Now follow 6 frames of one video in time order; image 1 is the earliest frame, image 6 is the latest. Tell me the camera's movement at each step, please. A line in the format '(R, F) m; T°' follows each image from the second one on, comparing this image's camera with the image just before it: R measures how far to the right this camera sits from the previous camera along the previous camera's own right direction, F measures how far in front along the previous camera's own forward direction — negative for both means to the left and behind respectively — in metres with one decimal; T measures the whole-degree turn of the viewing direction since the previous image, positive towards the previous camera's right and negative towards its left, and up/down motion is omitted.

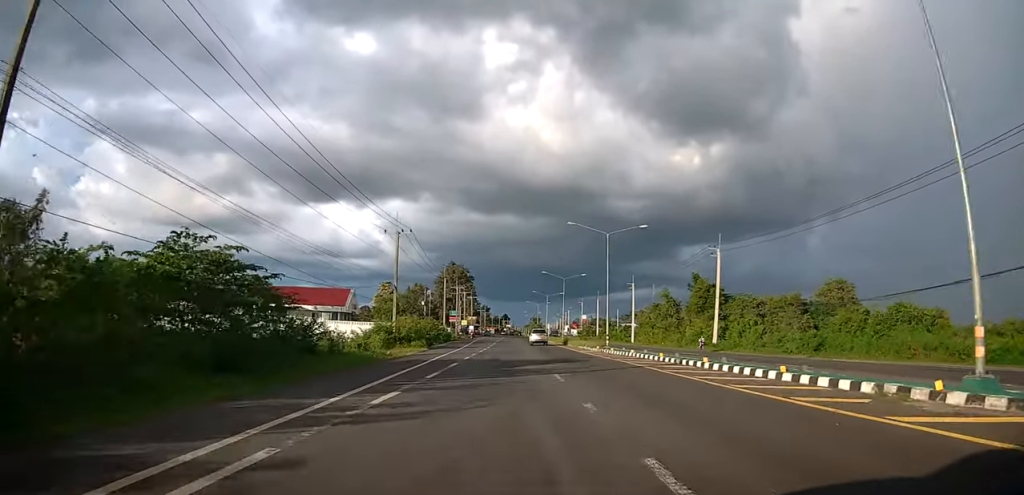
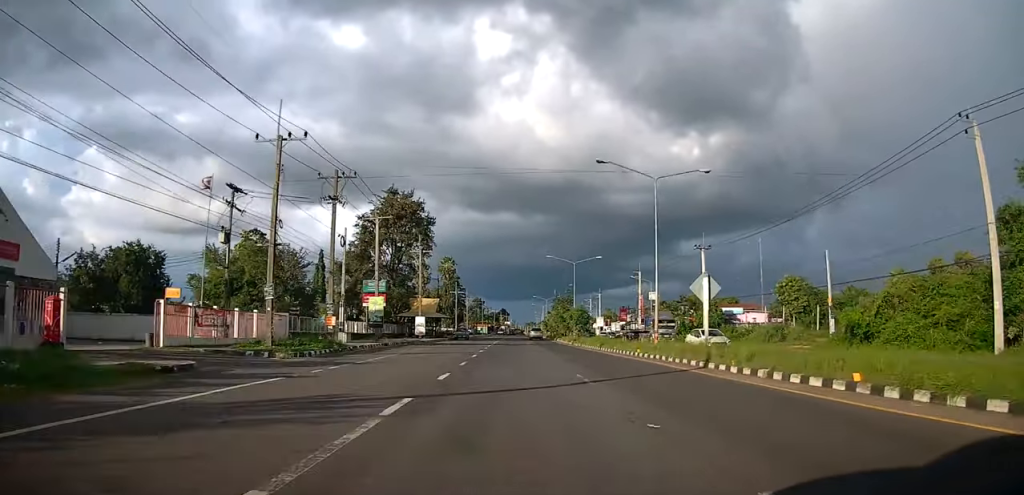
(-2.3, +84.6) m; -1°
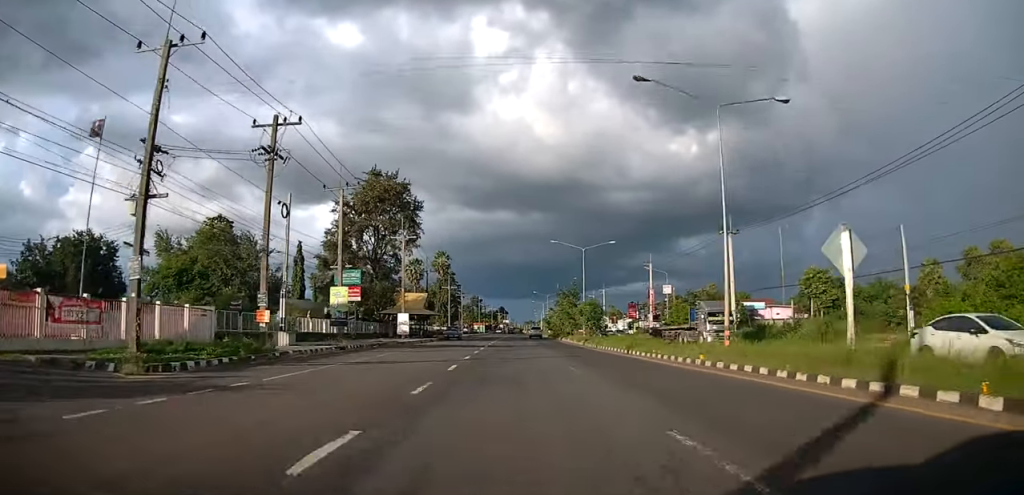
(0.0, +9.4) m; 0°
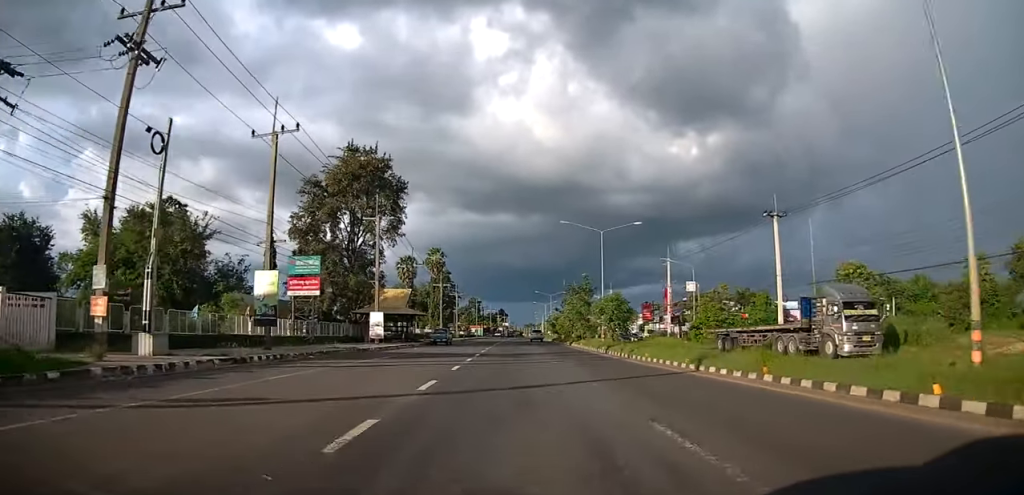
(+0.3, +11.0) m; 0°
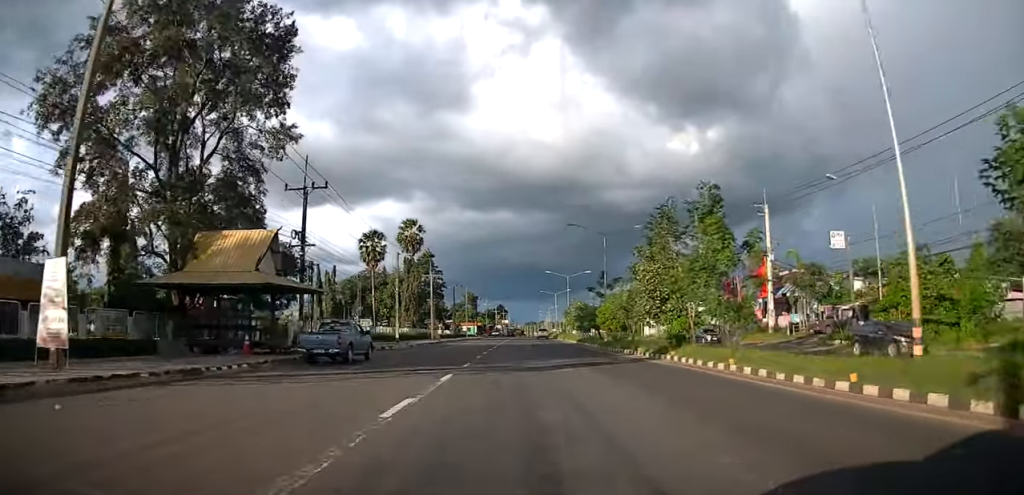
(-0.3, +33.7) m; 0°
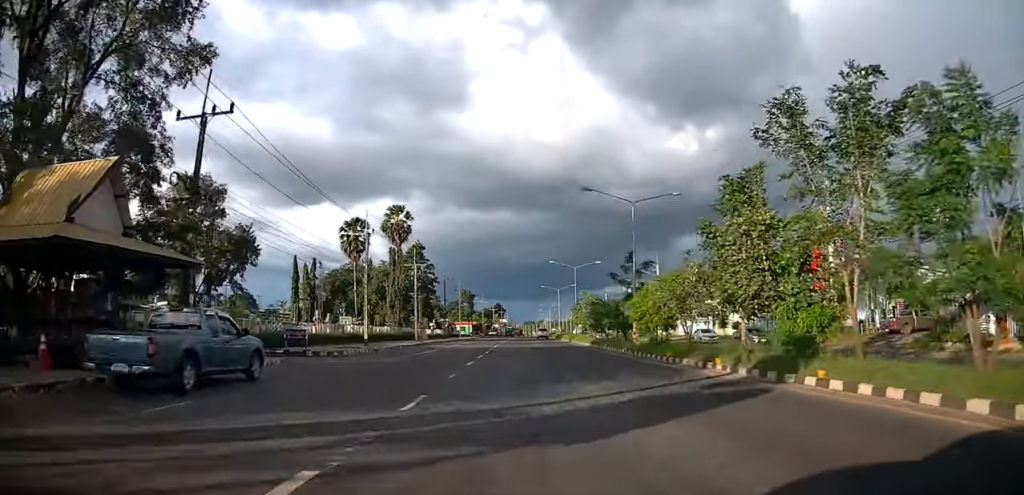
(+0.3, +11.0) m; 0°
